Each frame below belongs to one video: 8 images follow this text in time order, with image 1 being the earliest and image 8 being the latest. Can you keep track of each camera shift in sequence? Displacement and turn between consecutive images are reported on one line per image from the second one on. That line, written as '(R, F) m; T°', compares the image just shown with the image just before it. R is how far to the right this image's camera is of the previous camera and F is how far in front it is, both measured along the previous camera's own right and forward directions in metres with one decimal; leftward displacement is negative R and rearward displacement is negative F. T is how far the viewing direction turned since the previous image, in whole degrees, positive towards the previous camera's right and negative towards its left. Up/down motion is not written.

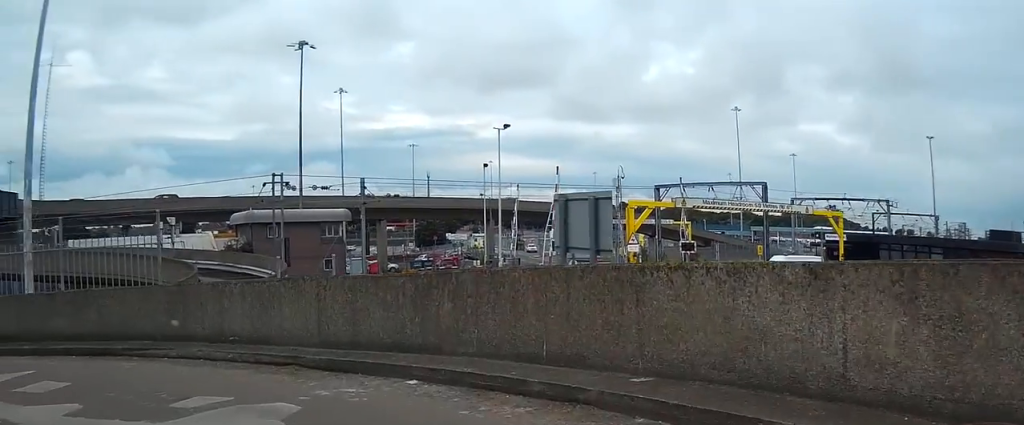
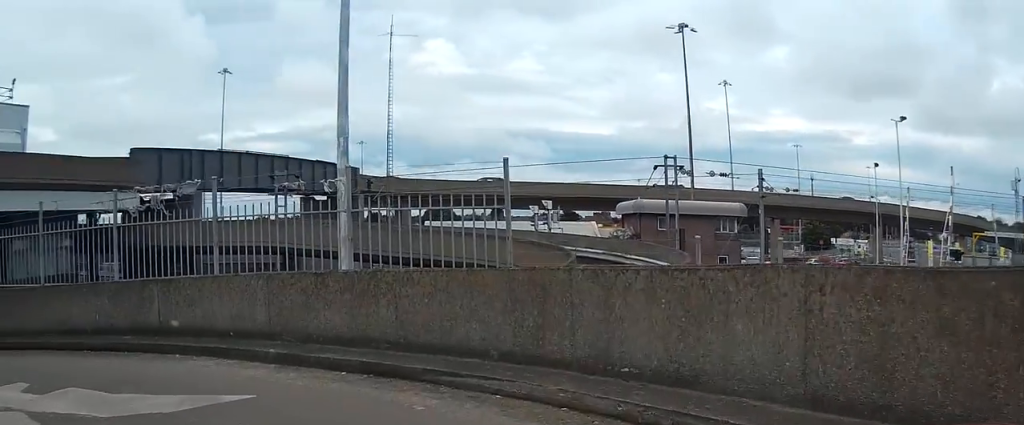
(-1.3, +4.7) m; -31°
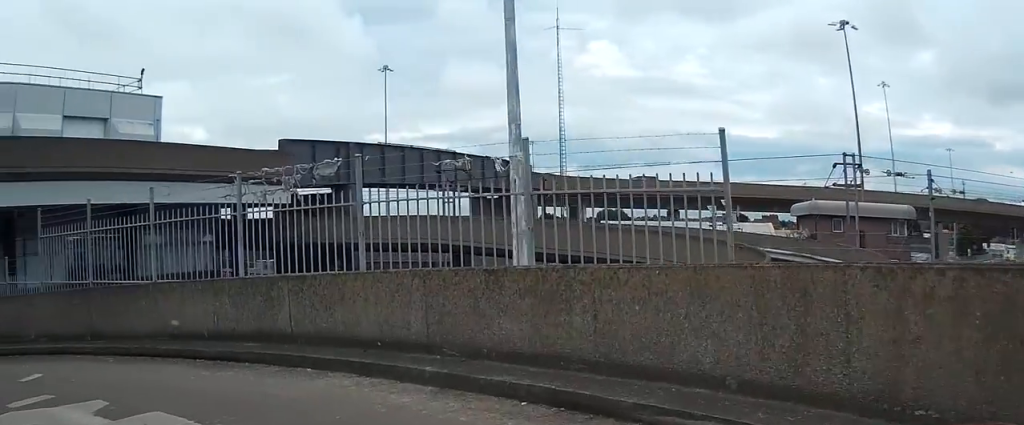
(-0.4, +1.9) m; -13°
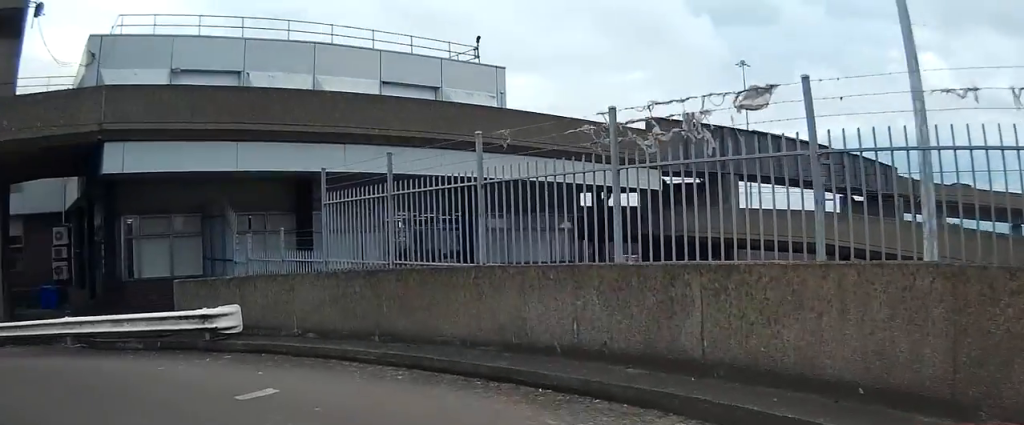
(-0.8, +3.6) m; -25°
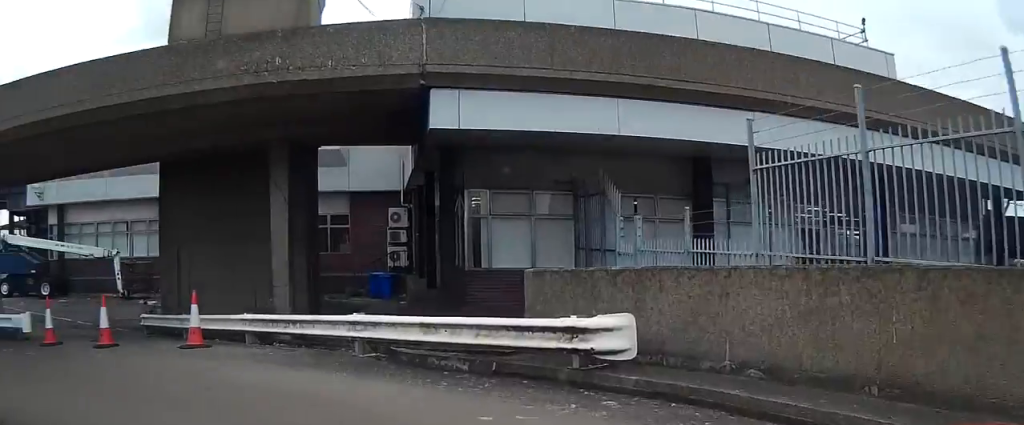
(-1.0, +4.0) m; -28°
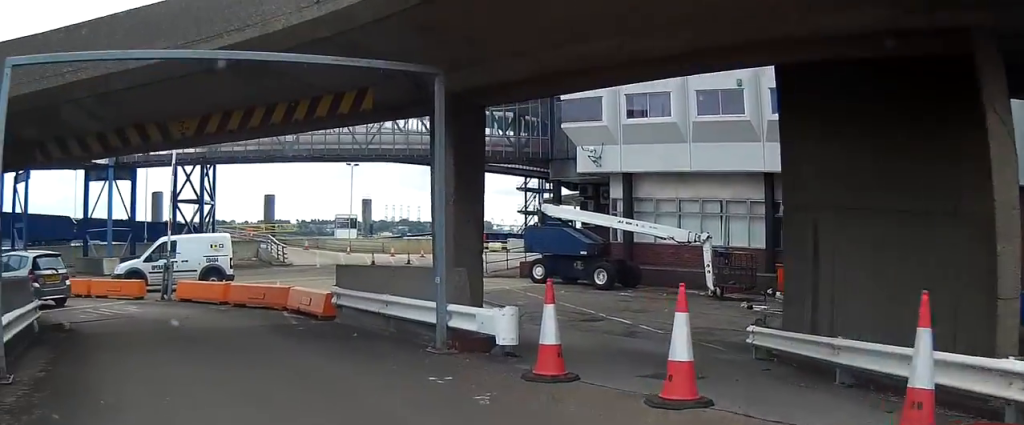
(-2.8, +7.1) m; -43°
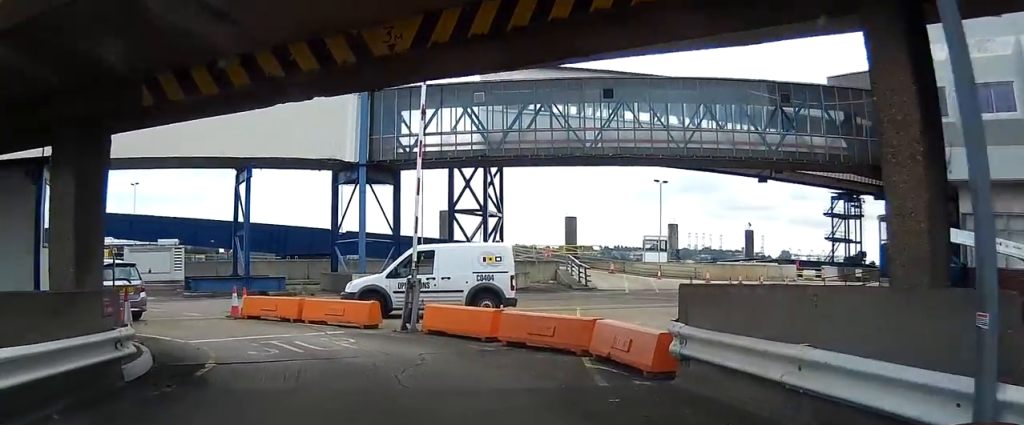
(-1.4, +5.5) m; -23°
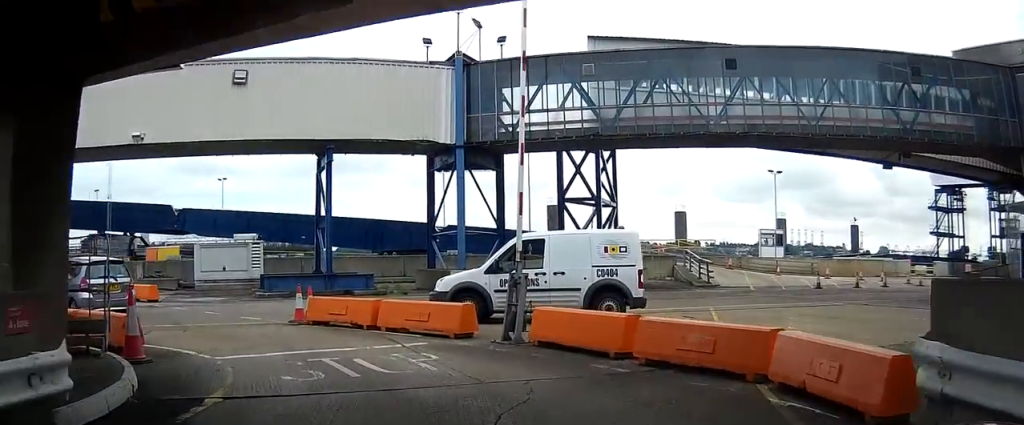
(-0.2, +3.3) m; -10°
